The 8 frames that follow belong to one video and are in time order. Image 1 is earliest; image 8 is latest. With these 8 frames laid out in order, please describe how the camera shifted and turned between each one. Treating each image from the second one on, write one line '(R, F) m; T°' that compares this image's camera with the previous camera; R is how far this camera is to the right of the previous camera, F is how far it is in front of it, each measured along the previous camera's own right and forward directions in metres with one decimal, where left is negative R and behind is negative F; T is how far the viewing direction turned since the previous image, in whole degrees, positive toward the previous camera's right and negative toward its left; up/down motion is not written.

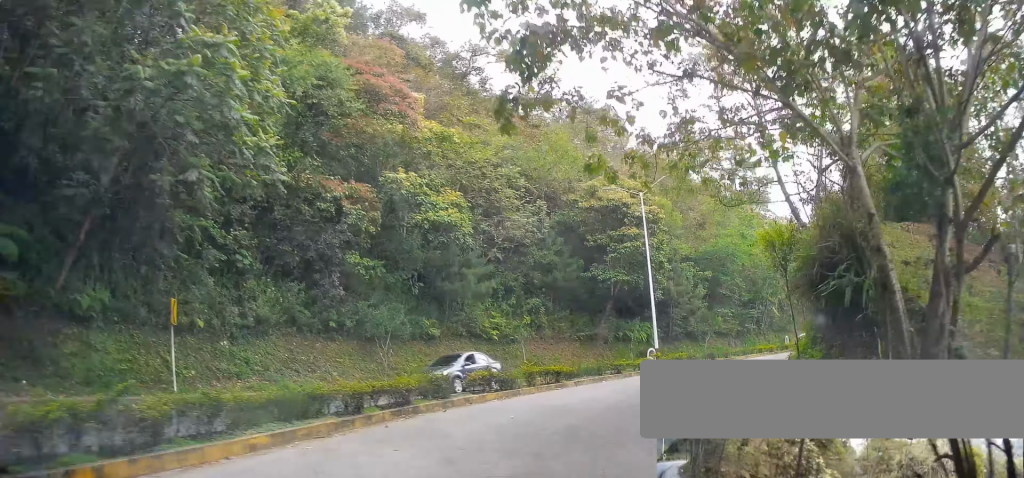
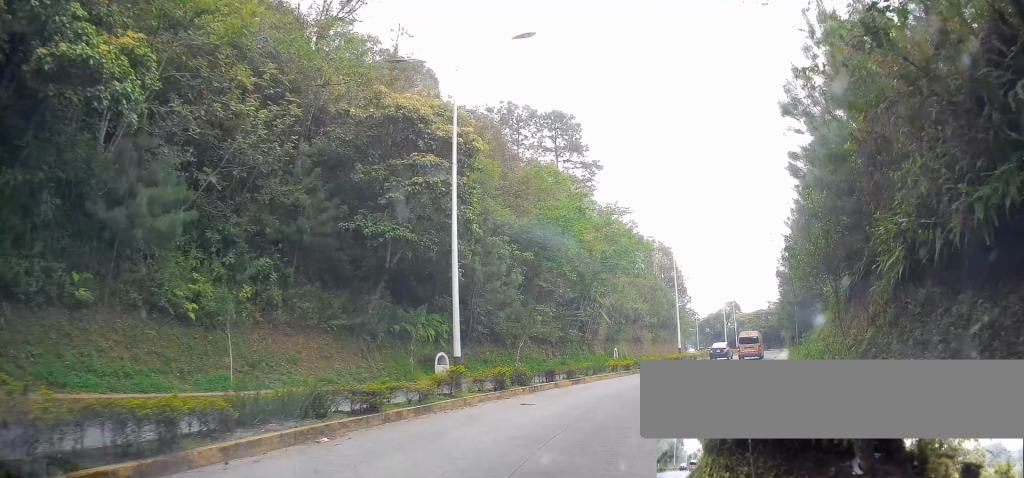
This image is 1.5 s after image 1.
(+2.0, +14.3) m; +12°
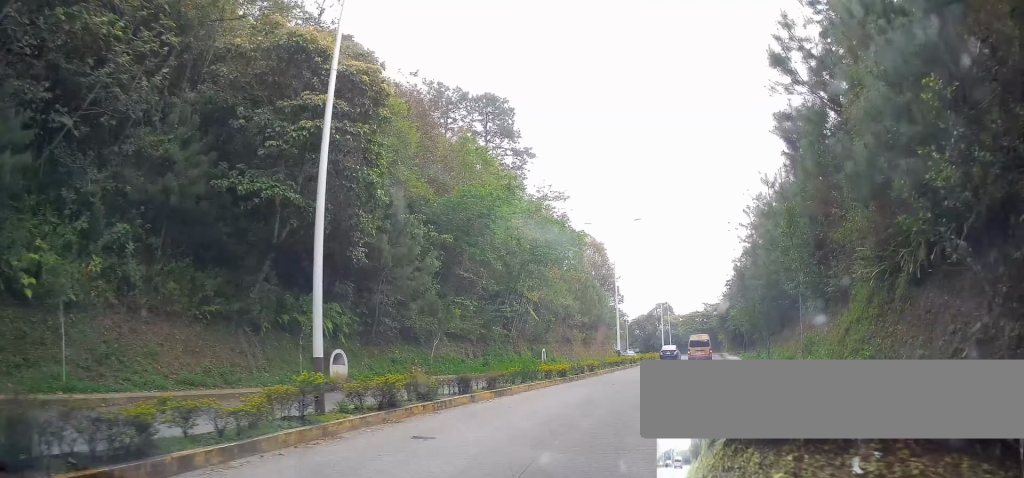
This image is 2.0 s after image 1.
(-0.2, +5.6) m; +4°
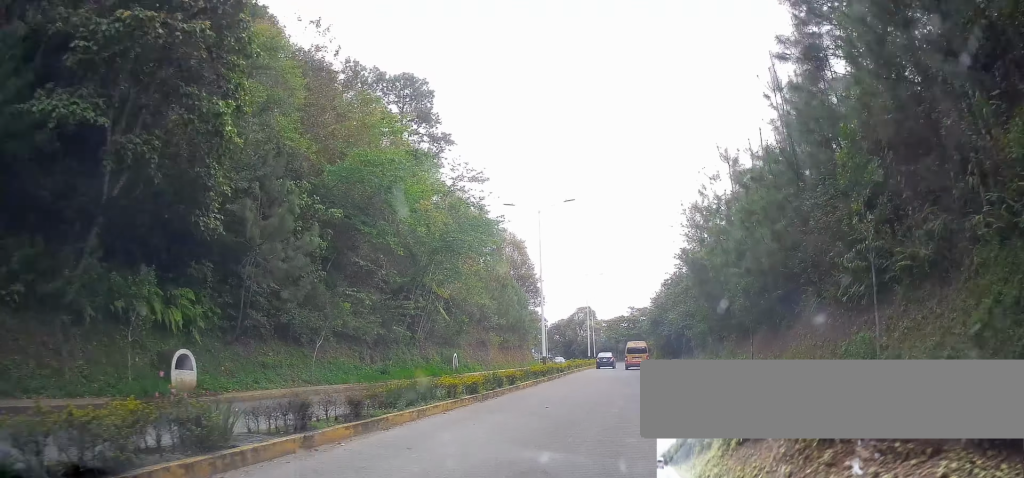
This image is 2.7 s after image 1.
(+0.6, +6.4) m; +9°
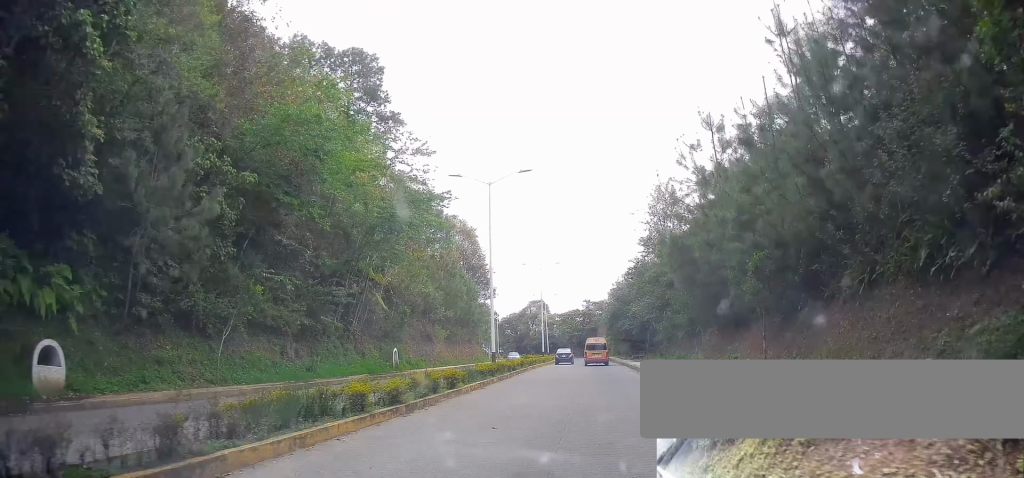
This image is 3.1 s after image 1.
(-0.1, +4.6) m; +8°
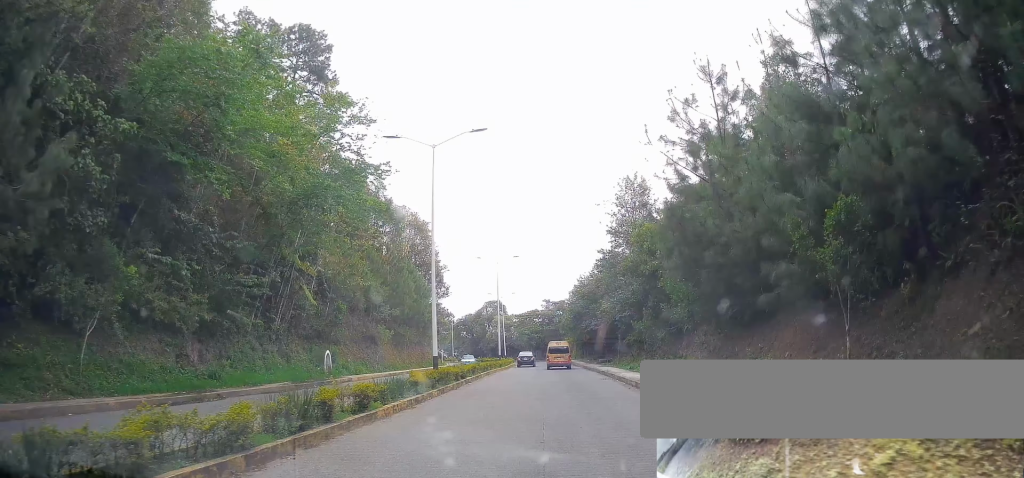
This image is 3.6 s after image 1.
(+0.8, +5.7) m; +8°
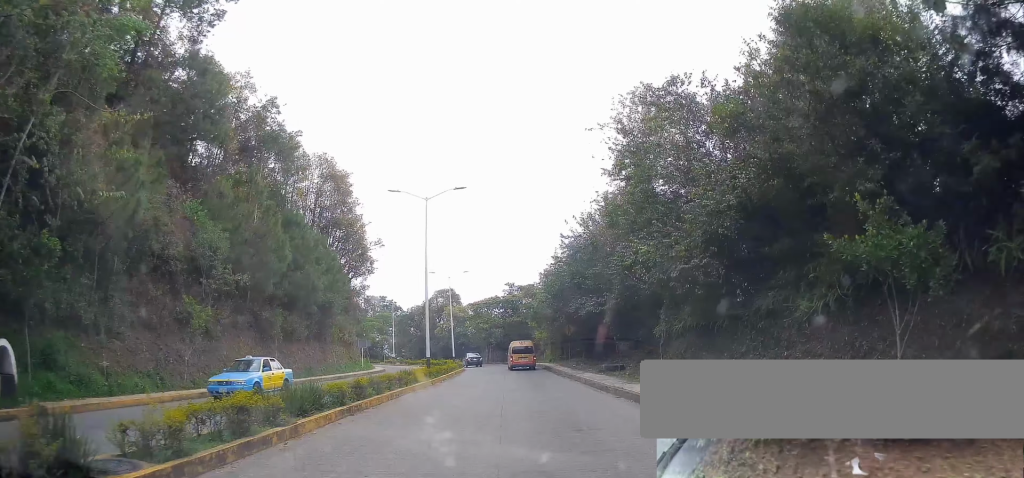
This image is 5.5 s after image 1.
(+4.0, +21.6) m; +12°
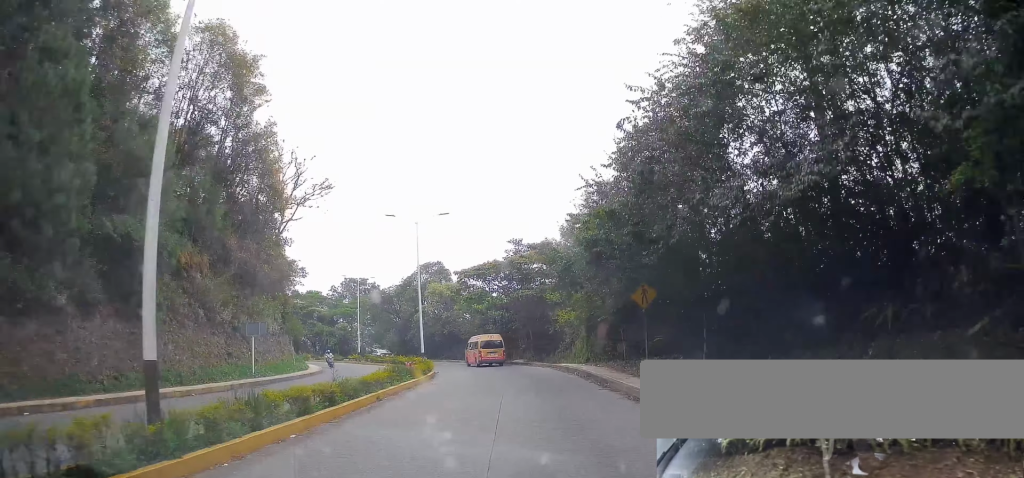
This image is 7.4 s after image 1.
(-1.0, +23.3) m; -4°
